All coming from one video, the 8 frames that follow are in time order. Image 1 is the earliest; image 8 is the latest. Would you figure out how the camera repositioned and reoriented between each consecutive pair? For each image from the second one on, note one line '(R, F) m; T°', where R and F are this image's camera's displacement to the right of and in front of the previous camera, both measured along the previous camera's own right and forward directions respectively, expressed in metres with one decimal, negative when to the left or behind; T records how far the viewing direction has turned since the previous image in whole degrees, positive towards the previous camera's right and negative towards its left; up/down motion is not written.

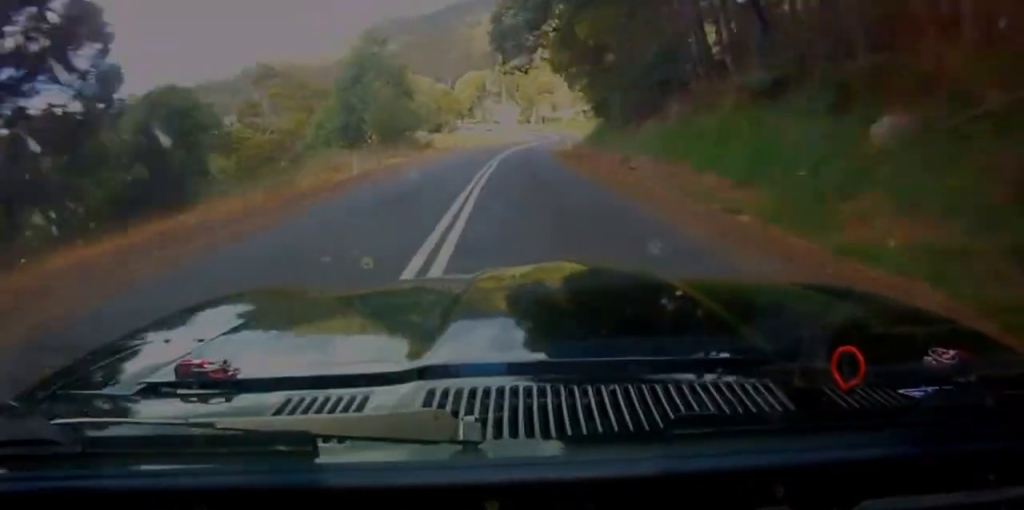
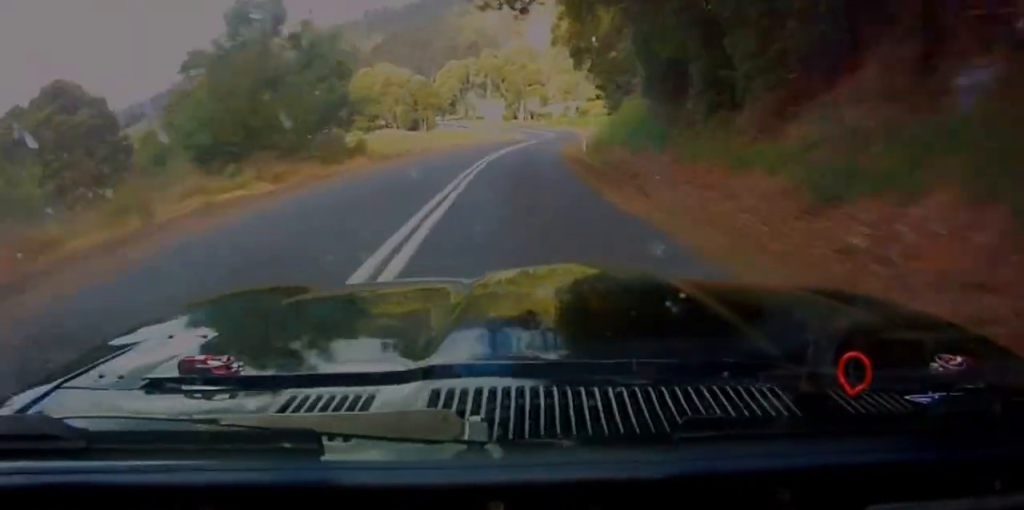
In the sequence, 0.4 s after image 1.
(+0.9, +17.6) m; +2°
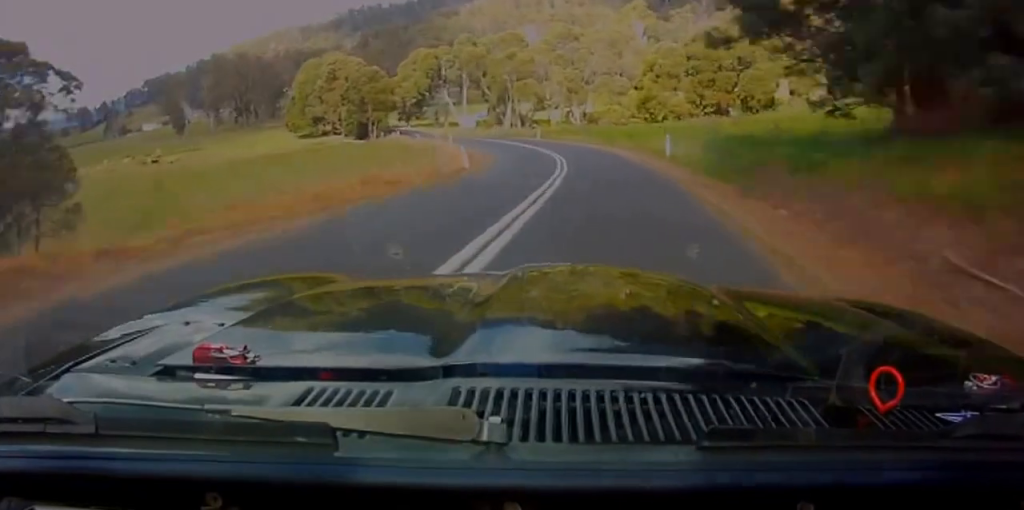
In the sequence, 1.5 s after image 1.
(+1.9, +48.9) m; +2°
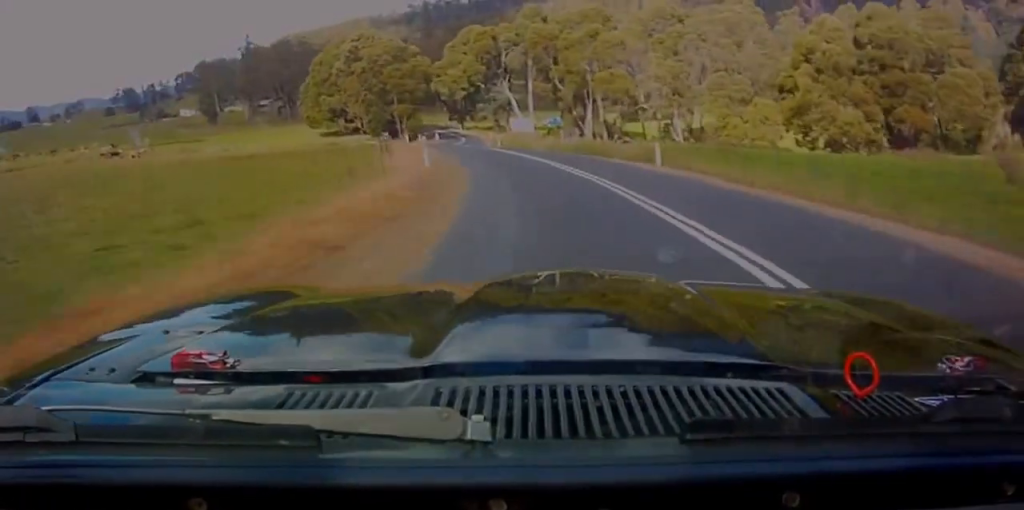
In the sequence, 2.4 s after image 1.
(0.0, +39.2) m; -2°
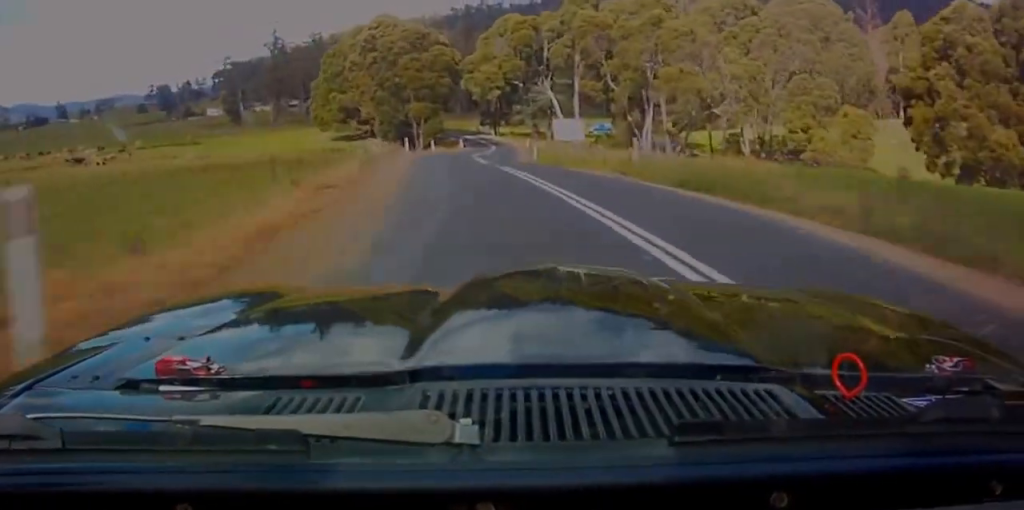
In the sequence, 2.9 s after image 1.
(+0.6, +22.8) m; -2°
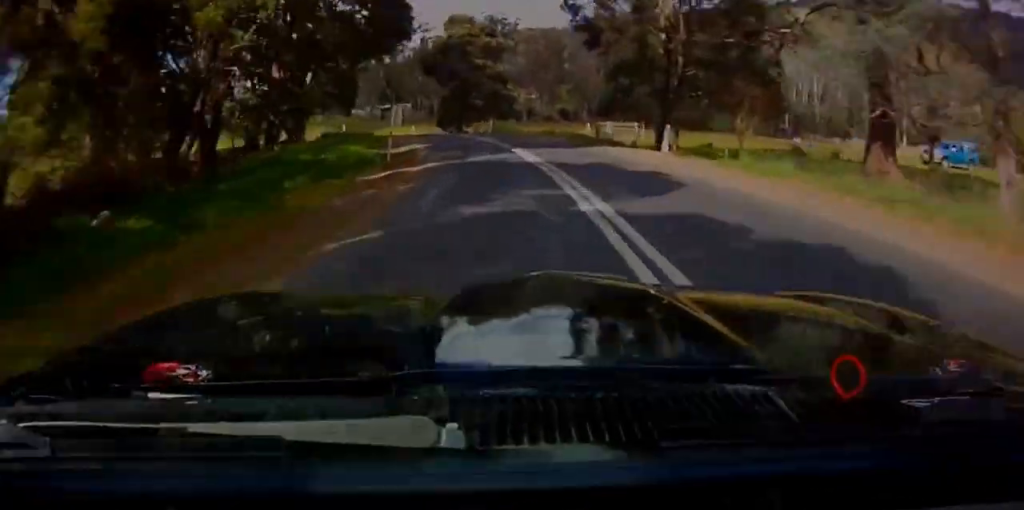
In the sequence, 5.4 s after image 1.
(-16.3, +90.9) m; -16°
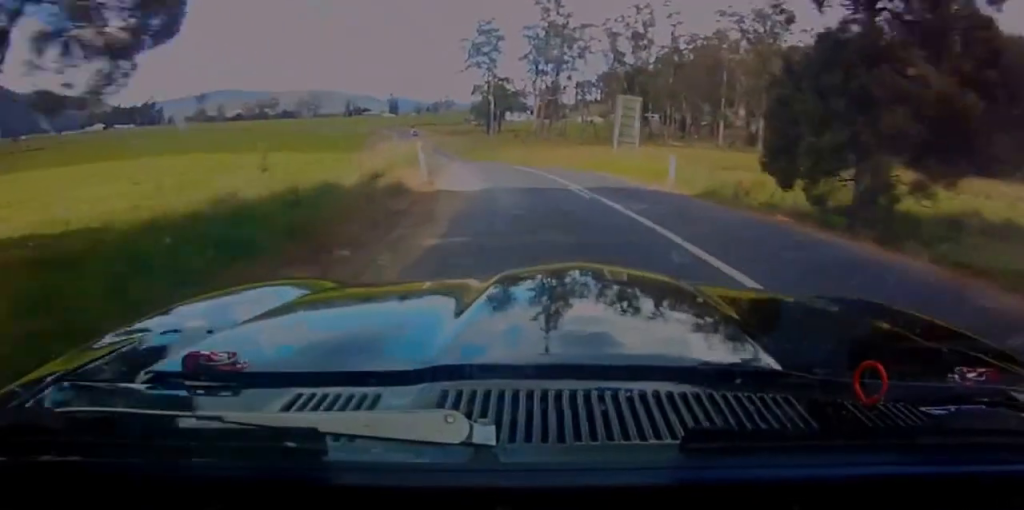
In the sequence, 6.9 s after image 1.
(-0.3, +48.7) m; -1°
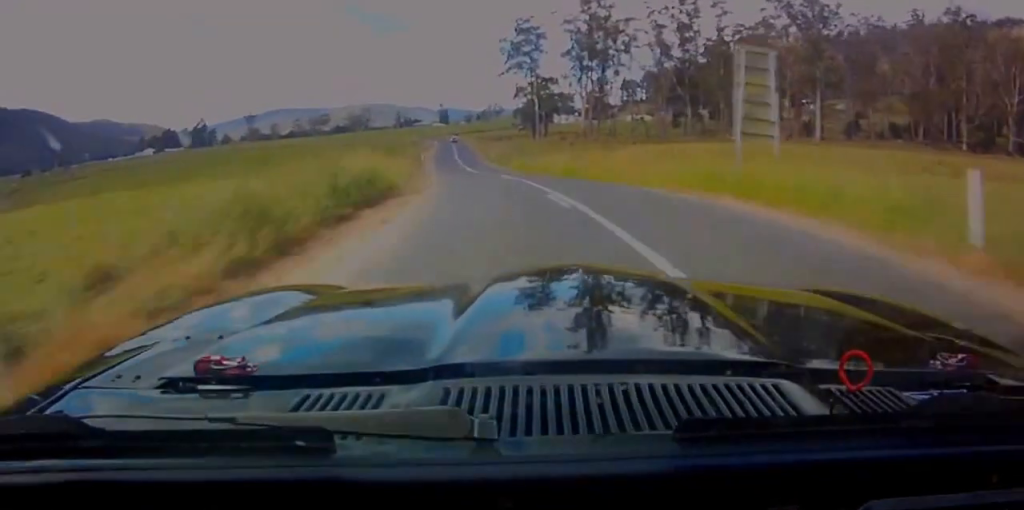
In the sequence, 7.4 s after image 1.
(-0.2, +14.4) m; -6°
